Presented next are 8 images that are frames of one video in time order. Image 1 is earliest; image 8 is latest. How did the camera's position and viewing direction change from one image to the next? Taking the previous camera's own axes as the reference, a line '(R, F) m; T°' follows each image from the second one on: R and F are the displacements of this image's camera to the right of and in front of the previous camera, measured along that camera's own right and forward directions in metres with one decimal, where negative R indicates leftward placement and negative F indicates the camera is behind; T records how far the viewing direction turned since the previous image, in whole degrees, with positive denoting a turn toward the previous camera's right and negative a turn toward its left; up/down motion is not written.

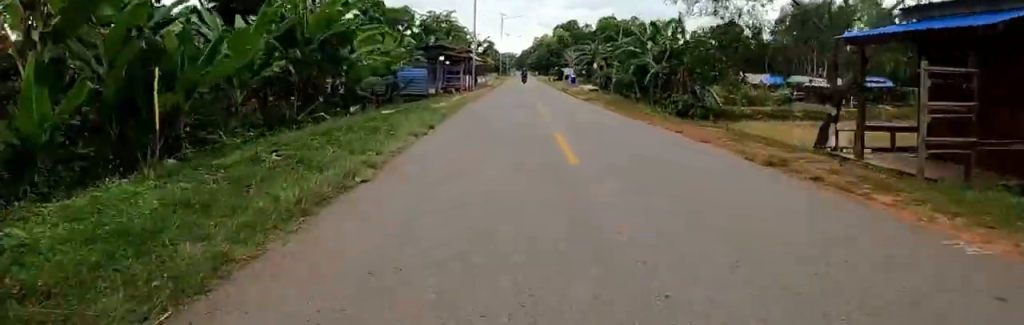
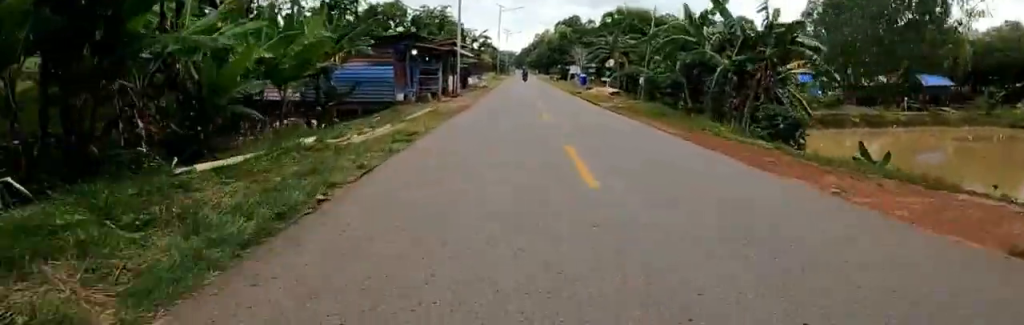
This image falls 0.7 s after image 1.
(-0.3, +7.6) m; -2°
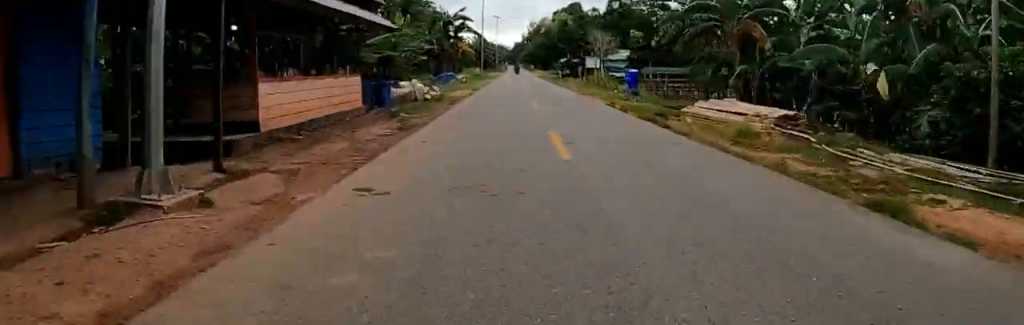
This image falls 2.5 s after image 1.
(+1.2, +18.9) m; +8°
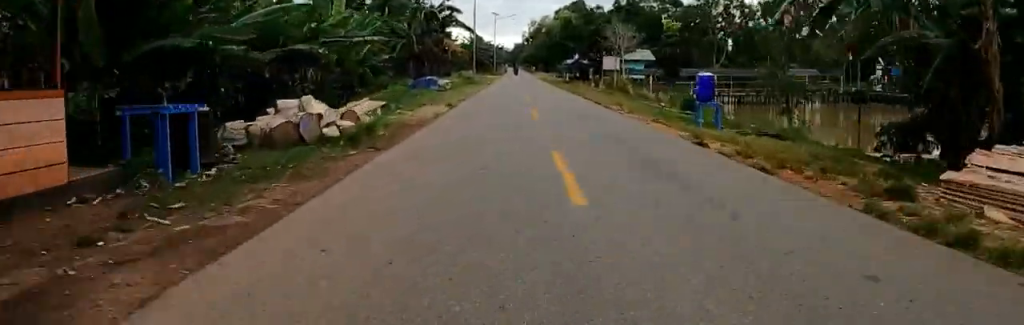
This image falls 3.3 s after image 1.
(0.0, +9.3) m; +1°
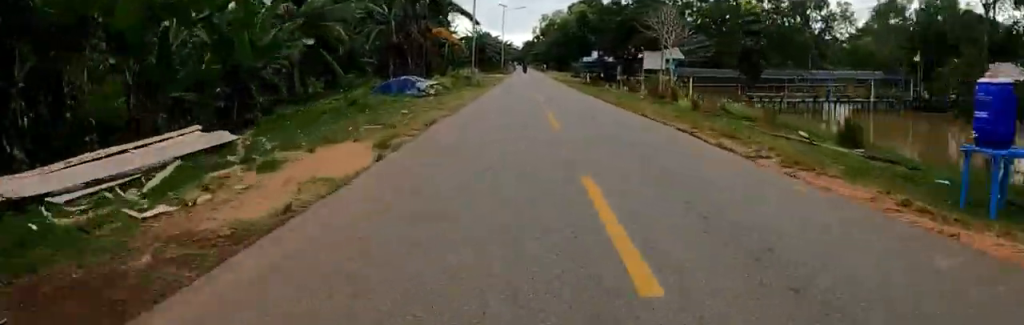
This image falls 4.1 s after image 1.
(+0.1, +10.6) m; +2°
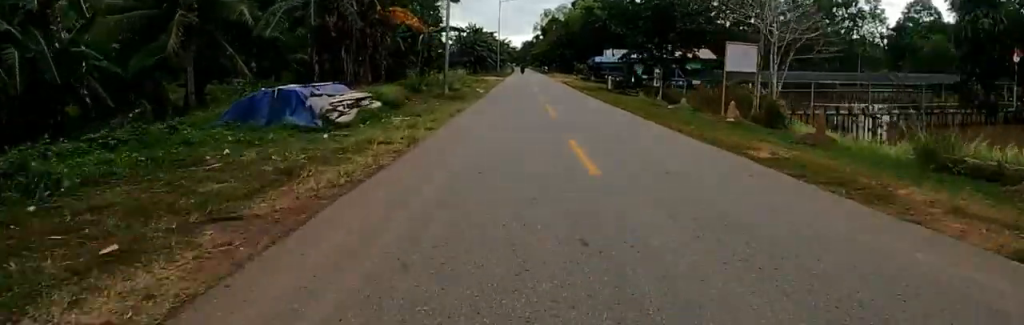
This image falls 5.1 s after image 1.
(+0.3, +14.4) m; 0°
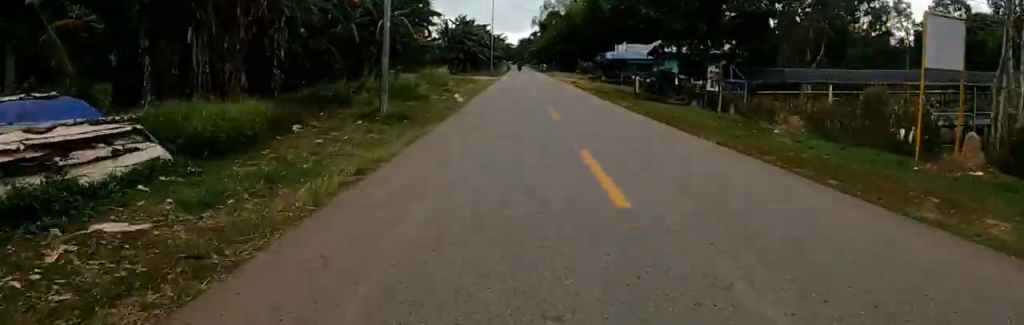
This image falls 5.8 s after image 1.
(0.0, +11.0) m; -1°
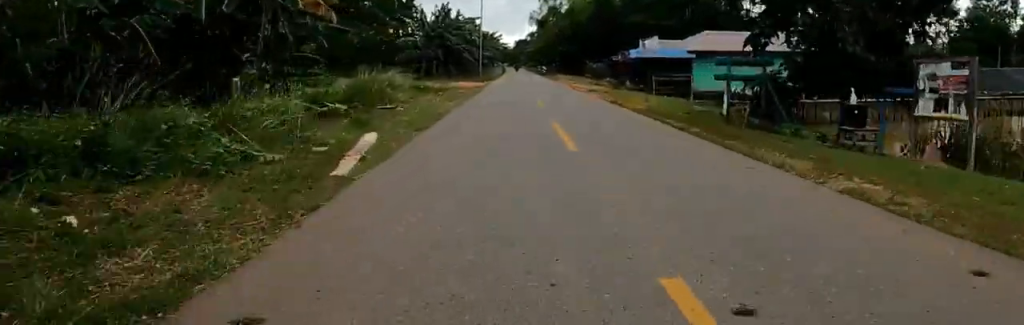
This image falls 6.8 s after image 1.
(-0.5, +15.6) m; +1°
